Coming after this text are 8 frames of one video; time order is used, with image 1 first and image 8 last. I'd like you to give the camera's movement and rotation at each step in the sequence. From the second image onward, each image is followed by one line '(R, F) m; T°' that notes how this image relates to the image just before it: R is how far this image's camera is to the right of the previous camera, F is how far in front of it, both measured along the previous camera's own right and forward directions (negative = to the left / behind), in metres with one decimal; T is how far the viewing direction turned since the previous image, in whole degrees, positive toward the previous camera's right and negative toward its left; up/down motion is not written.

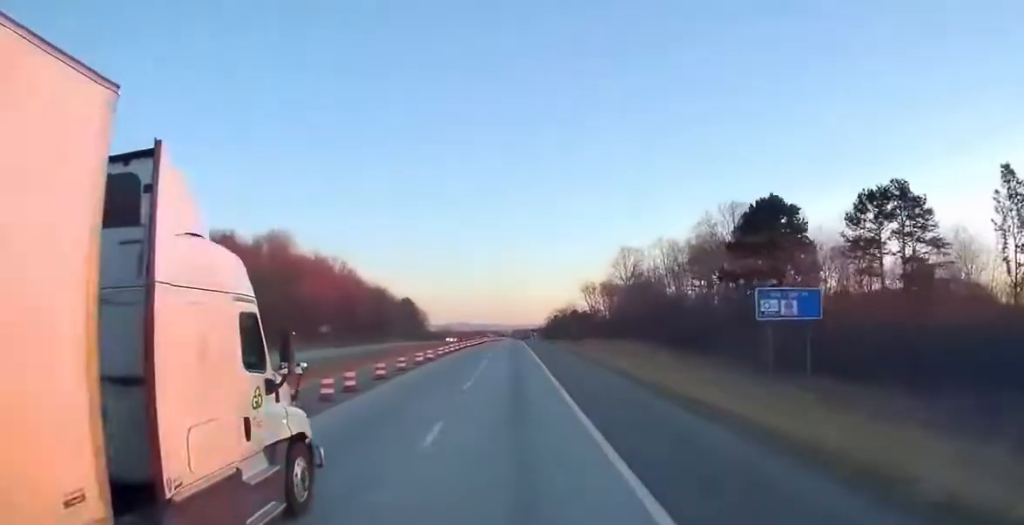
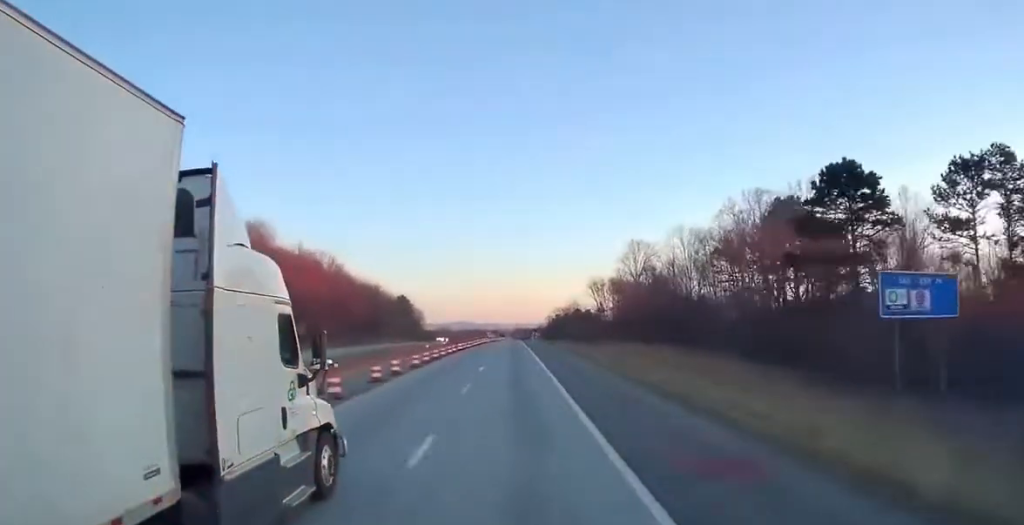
(0.0, +13.7) m; -1°
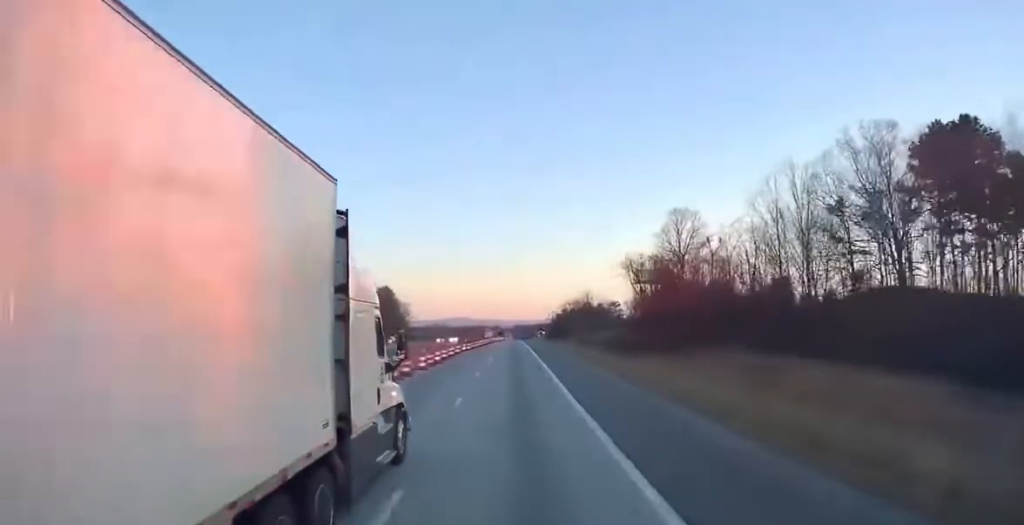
(-0.5, +41.2) m; 0°
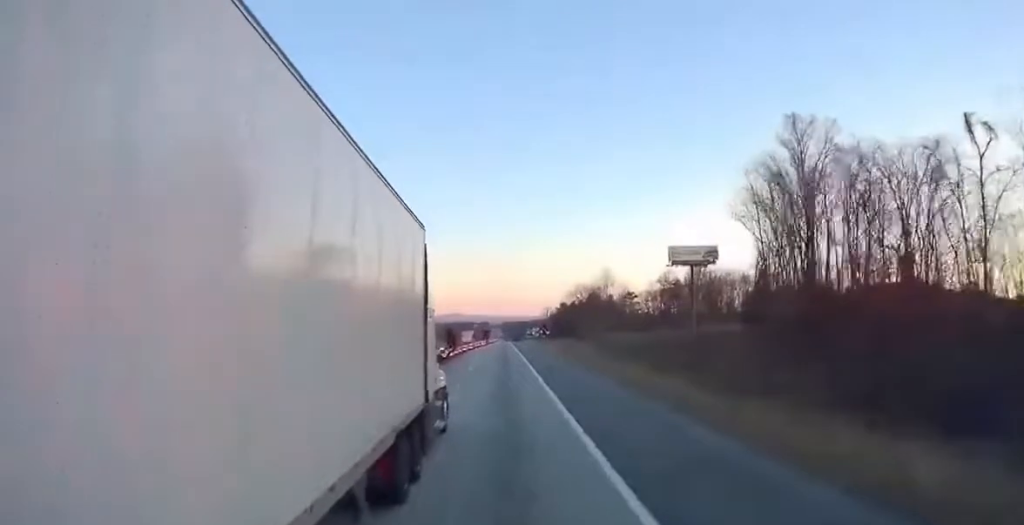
(+0.9, +55.3) m; +1°
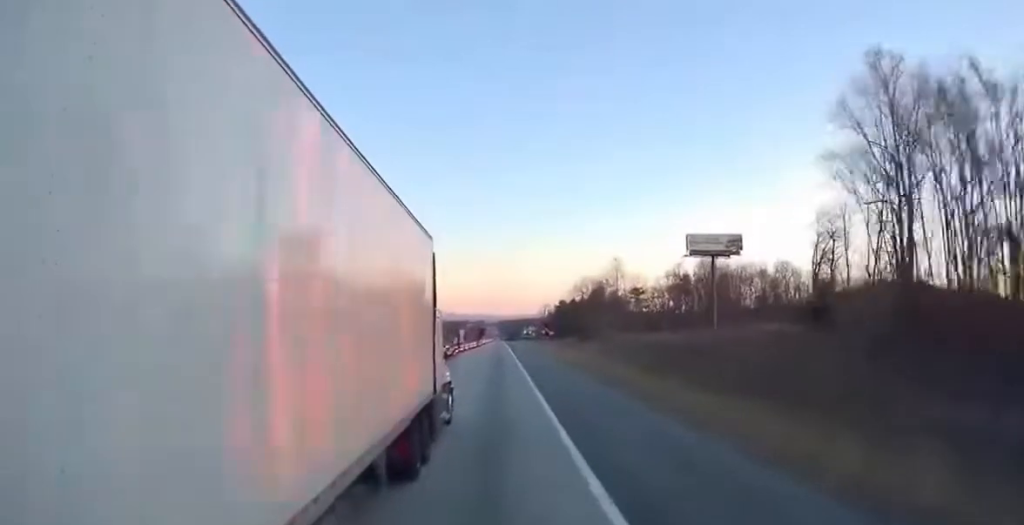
(0.0, +18.5) m; -1°
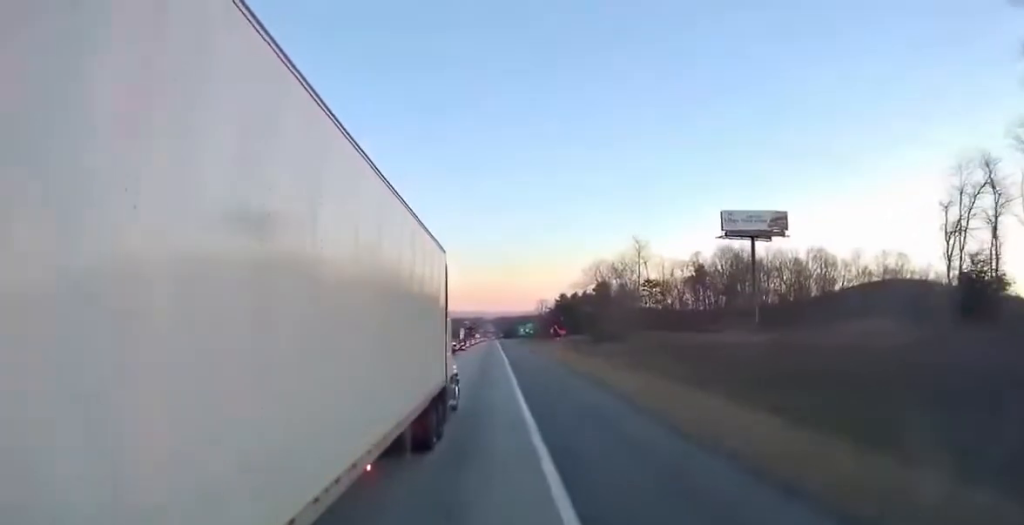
(-0.3, +24.5) m; 0°
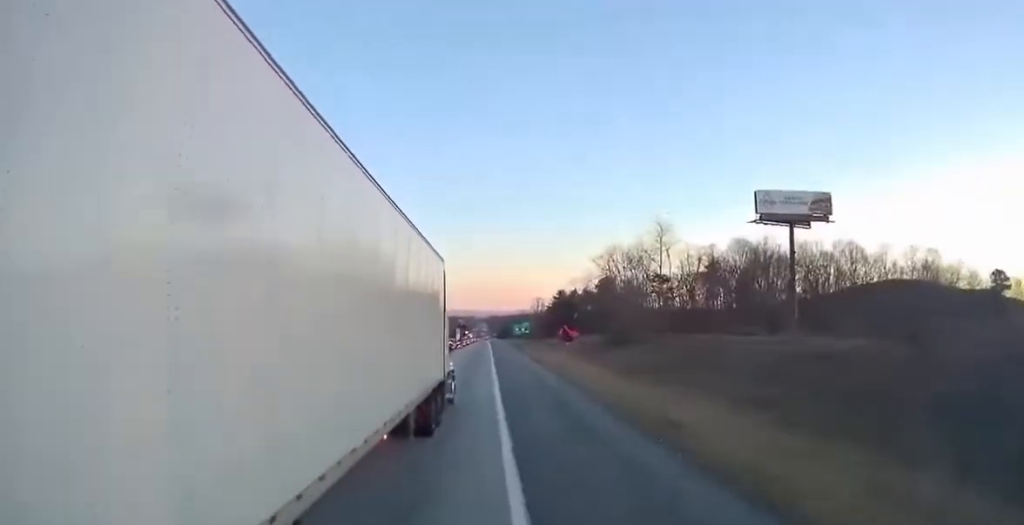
(0.0, +18.2) m; +1°
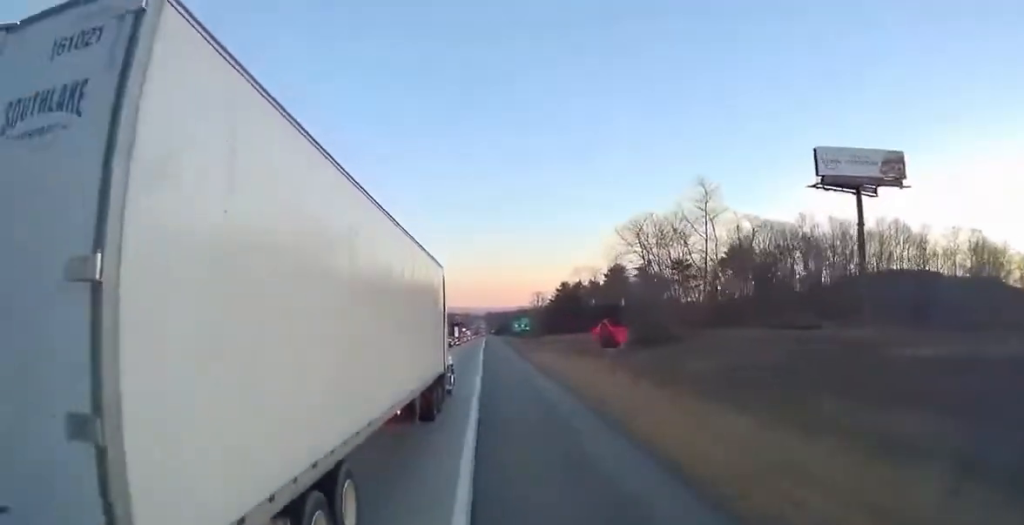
(+0.5, +19.9) m; +1°
